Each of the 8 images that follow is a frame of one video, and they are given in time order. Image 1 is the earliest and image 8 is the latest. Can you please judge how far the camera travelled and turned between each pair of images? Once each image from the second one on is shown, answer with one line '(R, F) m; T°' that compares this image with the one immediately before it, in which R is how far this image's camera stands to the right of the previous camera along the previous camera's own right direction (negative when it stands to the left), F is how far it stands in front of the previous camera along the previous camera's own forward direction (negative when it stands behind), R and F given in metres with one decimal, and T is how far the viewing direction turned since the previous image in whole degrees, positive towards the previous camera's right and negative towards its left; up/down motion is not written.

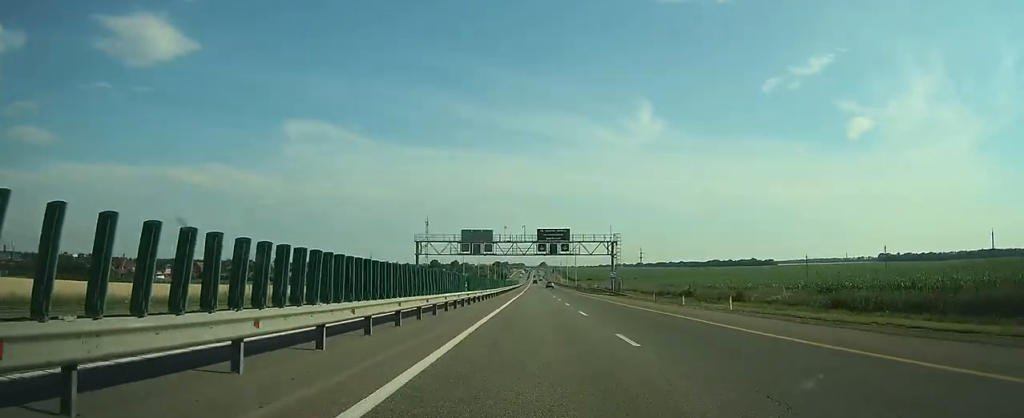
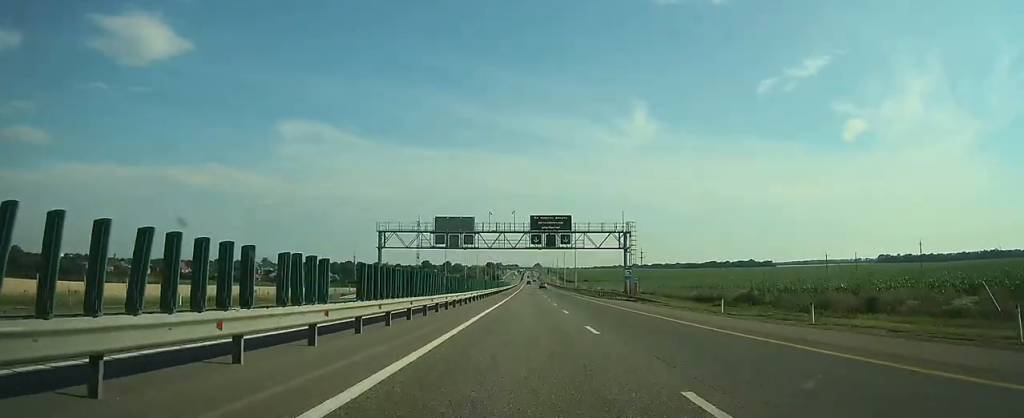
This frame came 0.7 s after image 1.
(0.0, +20.4) m; +1°
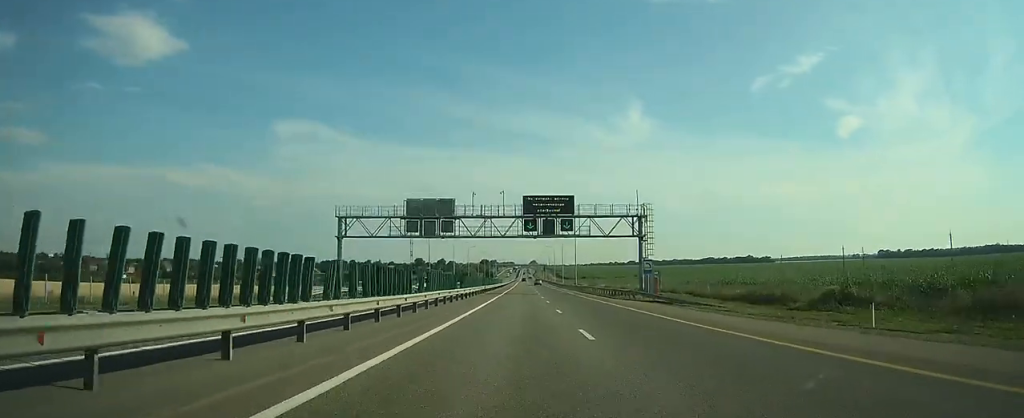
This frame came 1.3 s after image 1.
(+0.1, +14.8) m; 0°
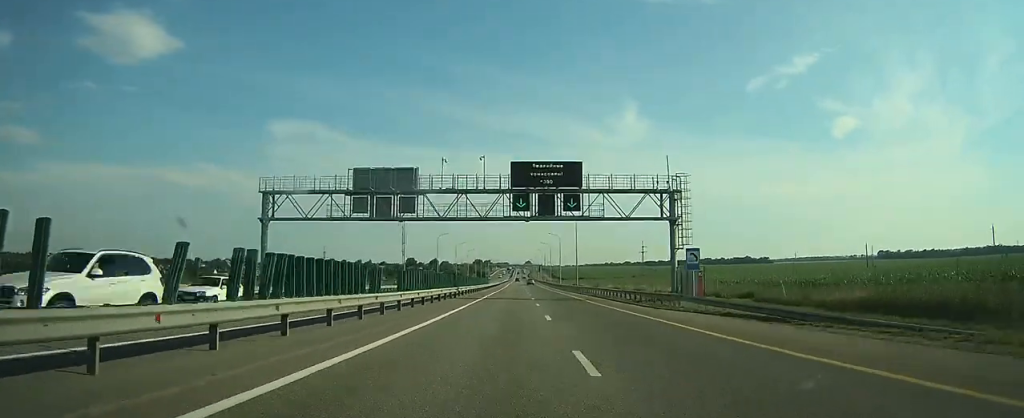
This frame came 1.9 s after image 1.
(+0.2, +17.5) m; 0°
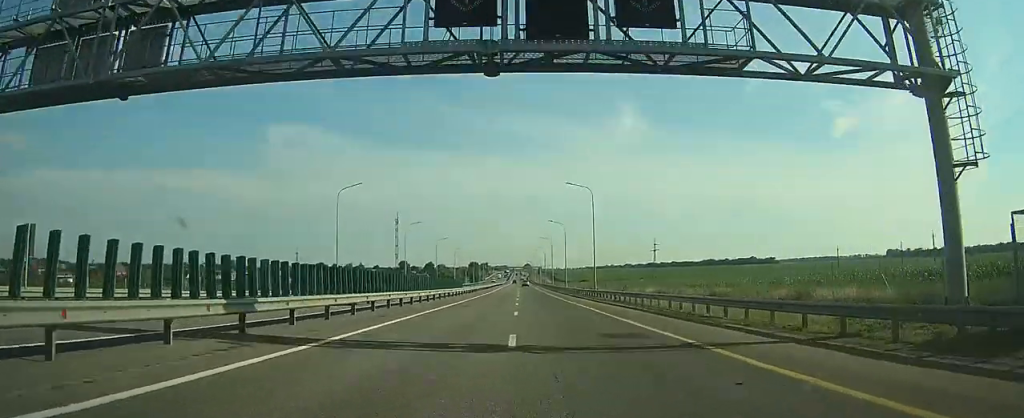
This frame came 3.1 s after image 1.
(-0.3, +32.8) m; 0°
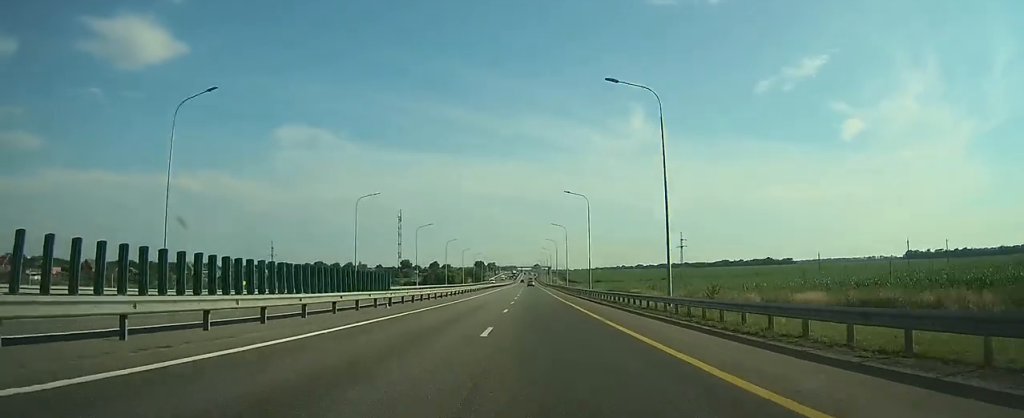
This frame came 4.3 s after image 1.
(0.0, +33.3) m; -1°
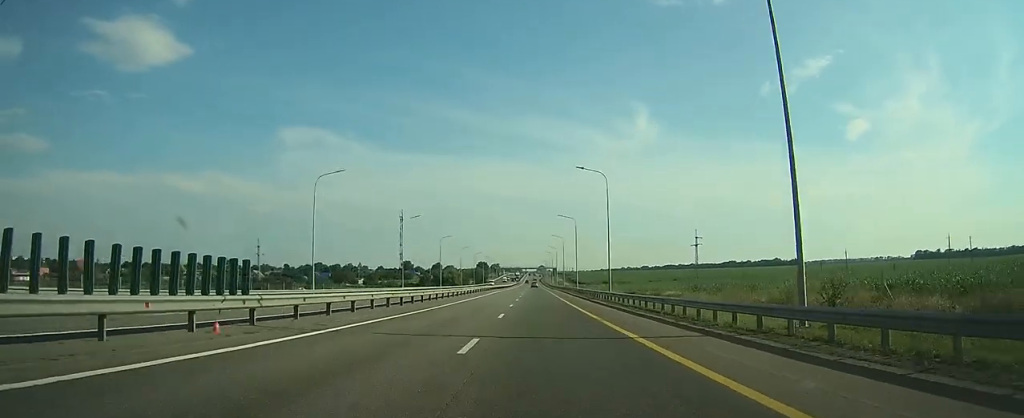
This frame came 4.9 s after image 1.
(-0.1, +15.2) m; 0°
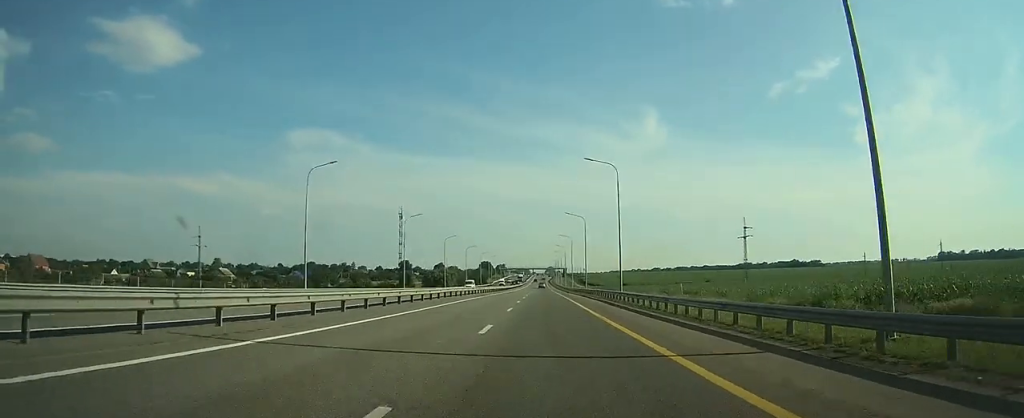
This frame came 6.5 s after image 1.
(-0.1, +43.3) m; 0°
